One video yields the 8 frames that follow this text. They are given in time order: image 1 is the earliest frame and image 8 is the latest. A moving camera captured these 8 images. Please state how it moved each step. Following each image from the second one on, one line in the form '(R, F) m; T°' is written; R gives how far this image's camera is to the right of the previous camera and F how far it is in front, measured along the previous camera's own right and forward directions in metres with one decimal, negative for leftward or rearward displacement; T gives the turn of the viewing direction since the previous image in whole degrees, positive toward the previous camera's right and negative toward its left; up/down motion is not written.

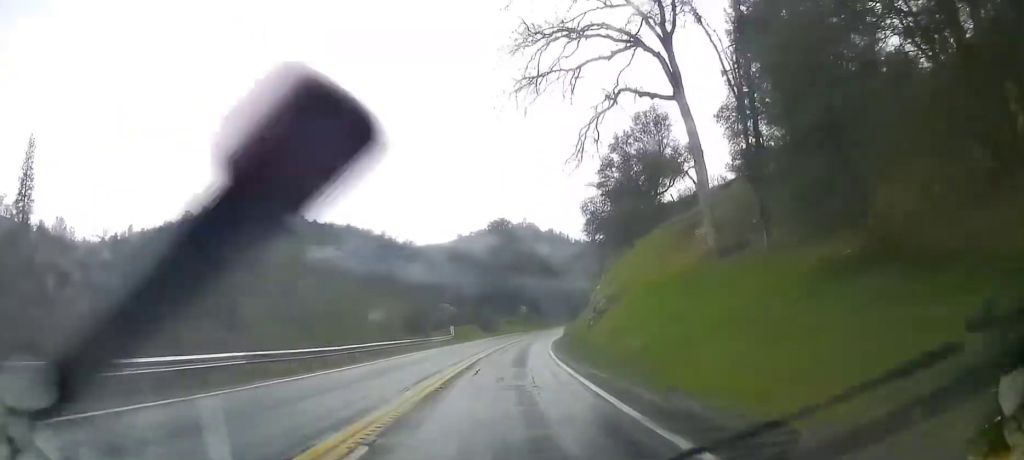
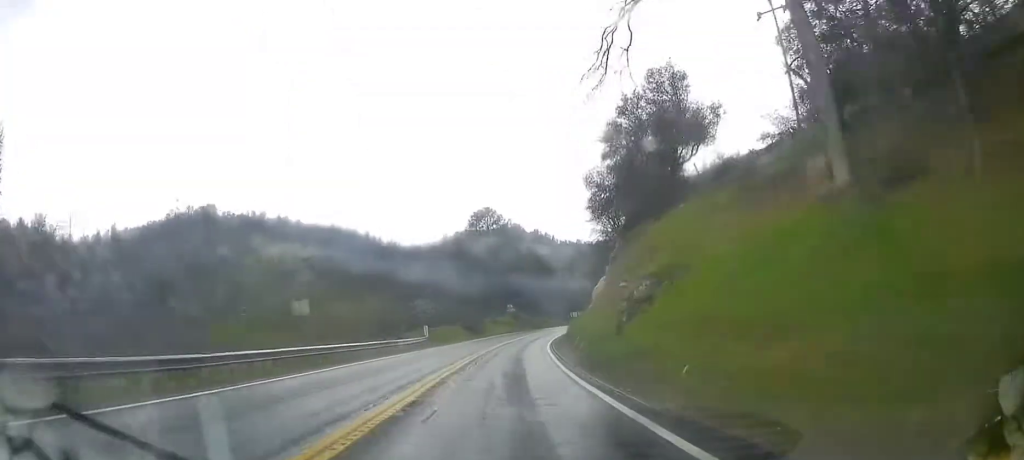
(+0.2, +10.5) m; +2°
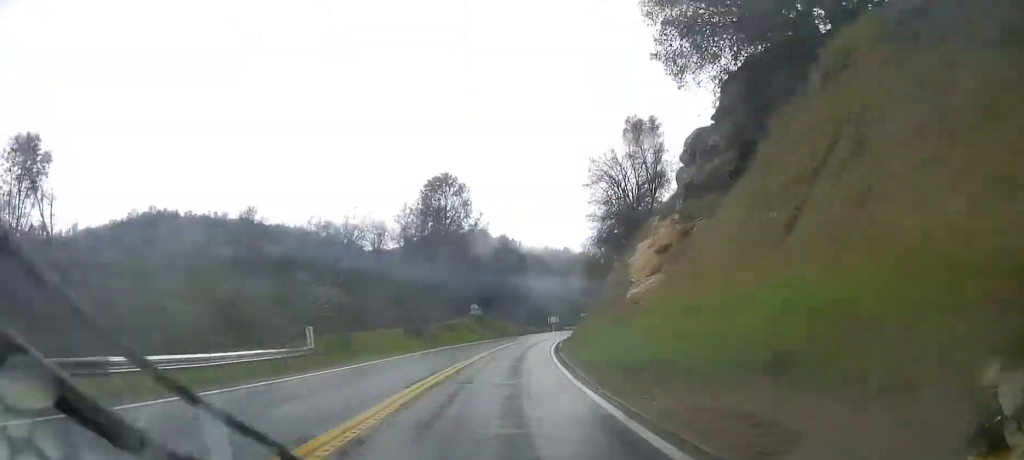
(+0.9, +25.7) m; +5°
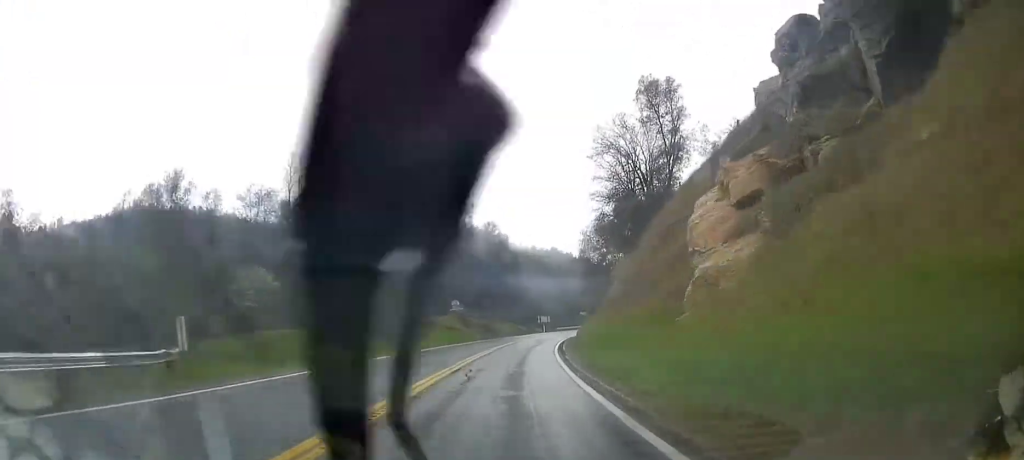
(+0.1, +10.6) m; +2°
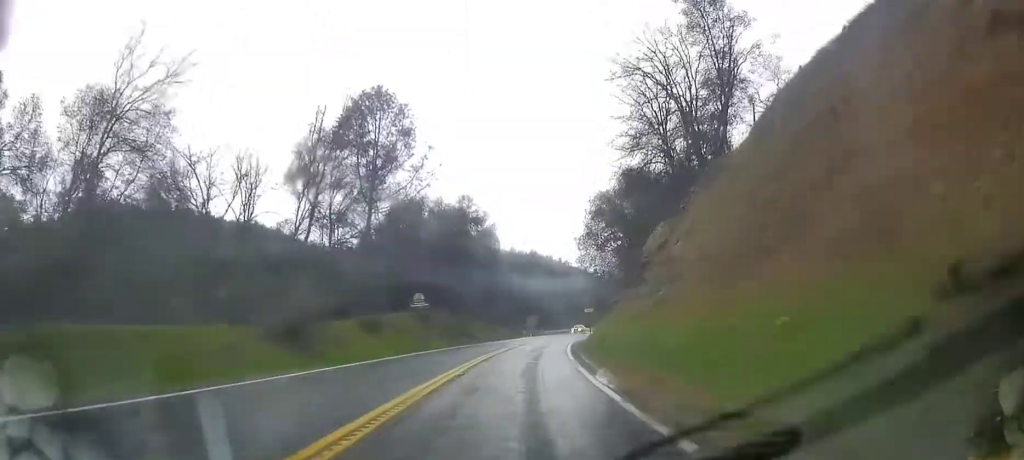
(+0.4, +16.9) m; +3°
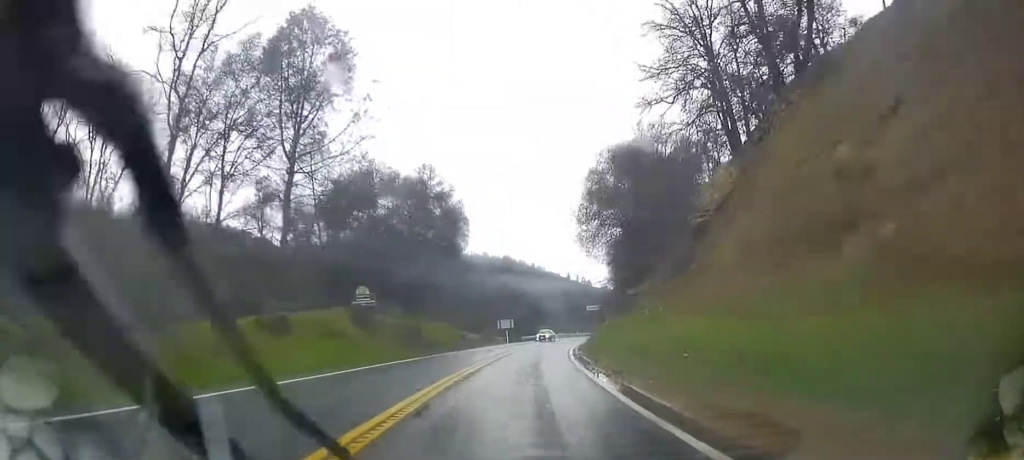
(+0.4, +13.7) m; +2°
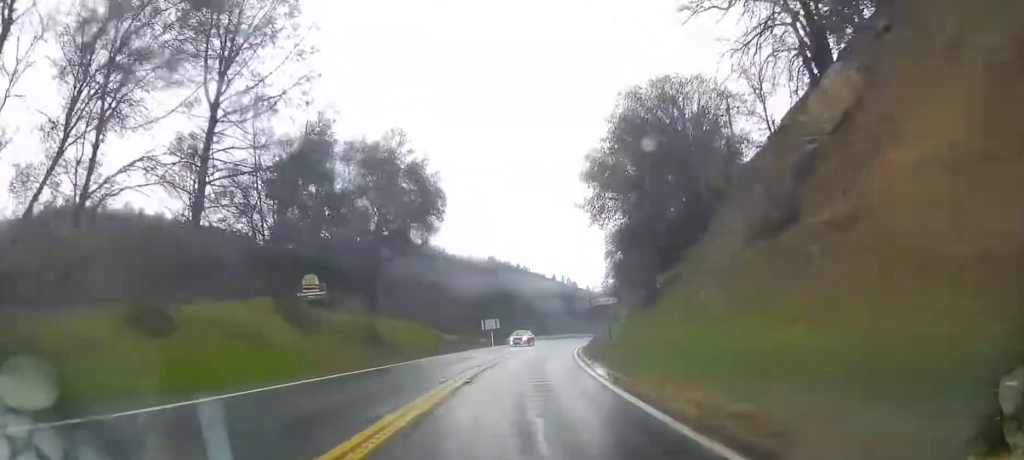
(+0.1, +9.1) m; +1°
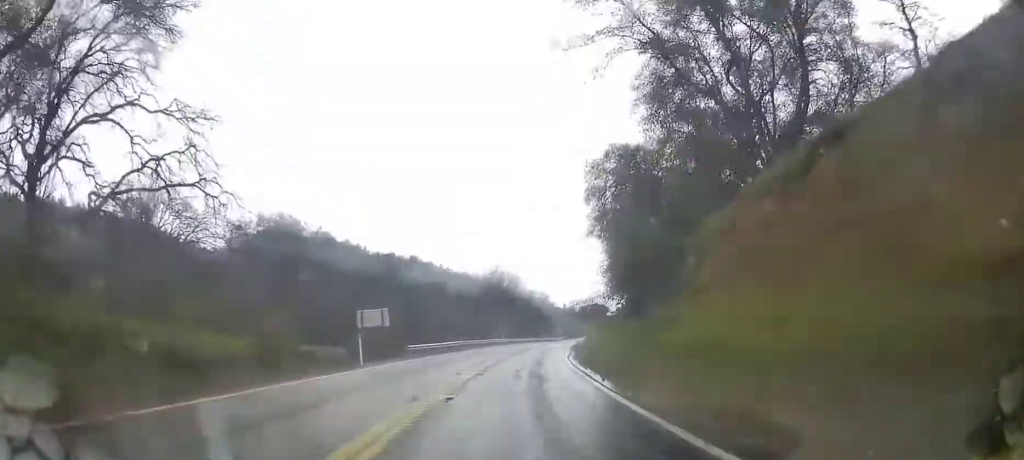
(+1.4, +33.3) m; +5°
